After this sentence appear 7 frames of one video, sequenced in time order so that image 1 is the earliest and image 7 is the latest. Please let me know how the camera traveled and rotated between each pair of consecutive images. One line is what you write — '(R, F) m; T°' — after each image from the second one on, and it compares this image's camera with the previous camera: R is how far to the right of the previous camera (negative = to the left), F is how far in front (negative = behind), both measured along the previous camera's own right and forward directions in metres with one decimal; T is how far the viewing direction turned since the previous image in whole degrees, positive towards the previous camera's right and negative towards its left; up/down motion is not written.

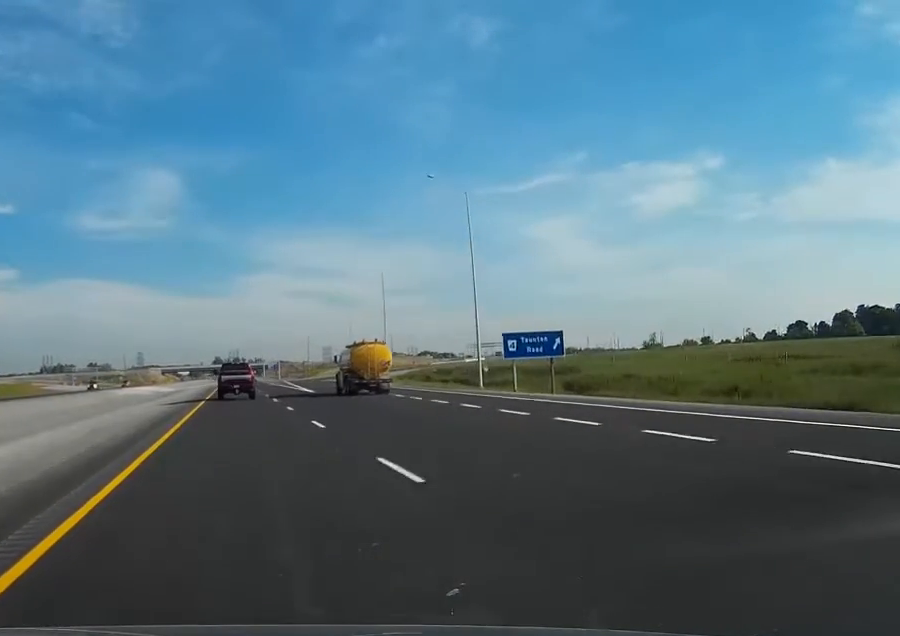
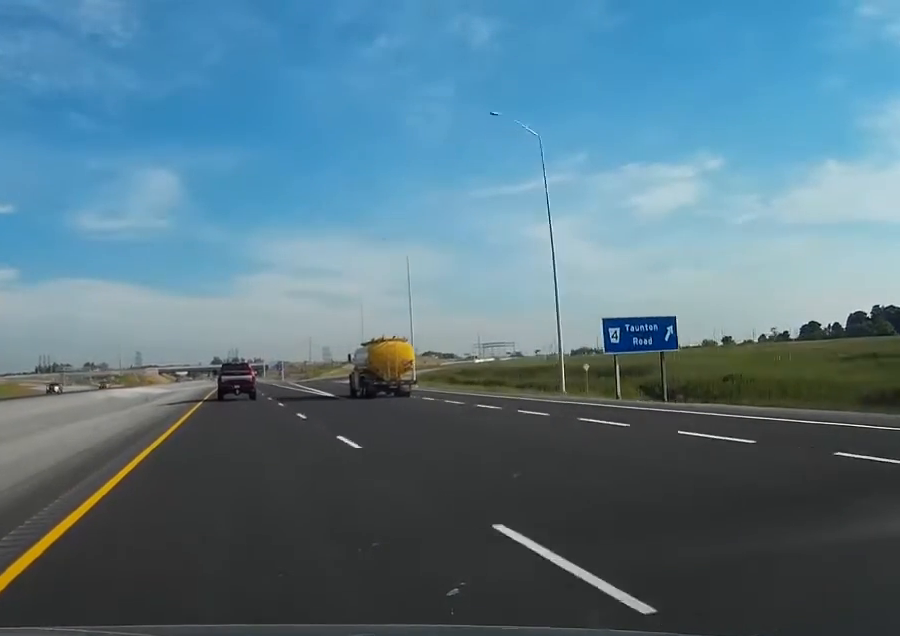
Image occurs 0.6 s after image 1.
(0.0, +18.4) m; 0°
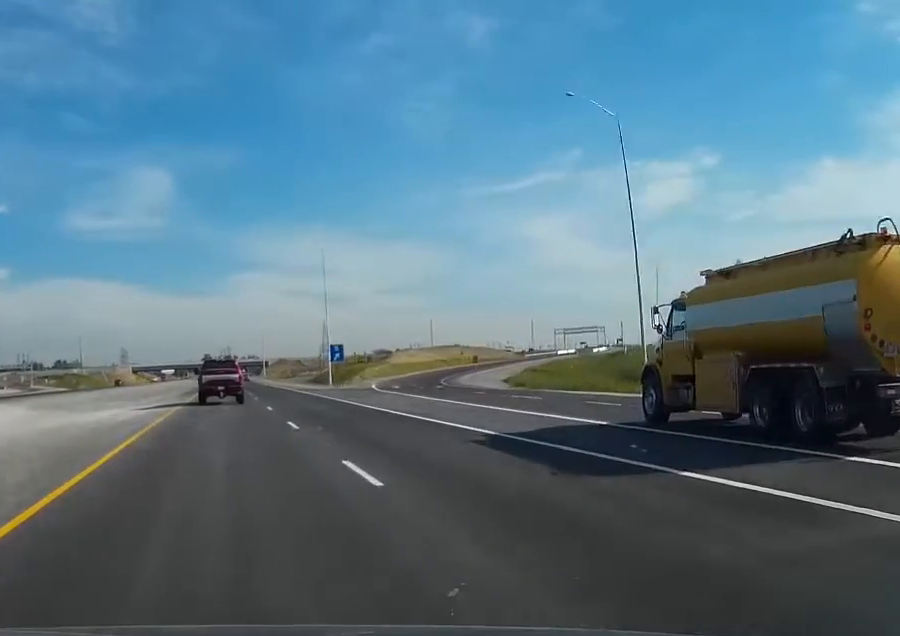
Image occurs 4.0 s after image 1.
(+0.6, +112.3) m; +1°
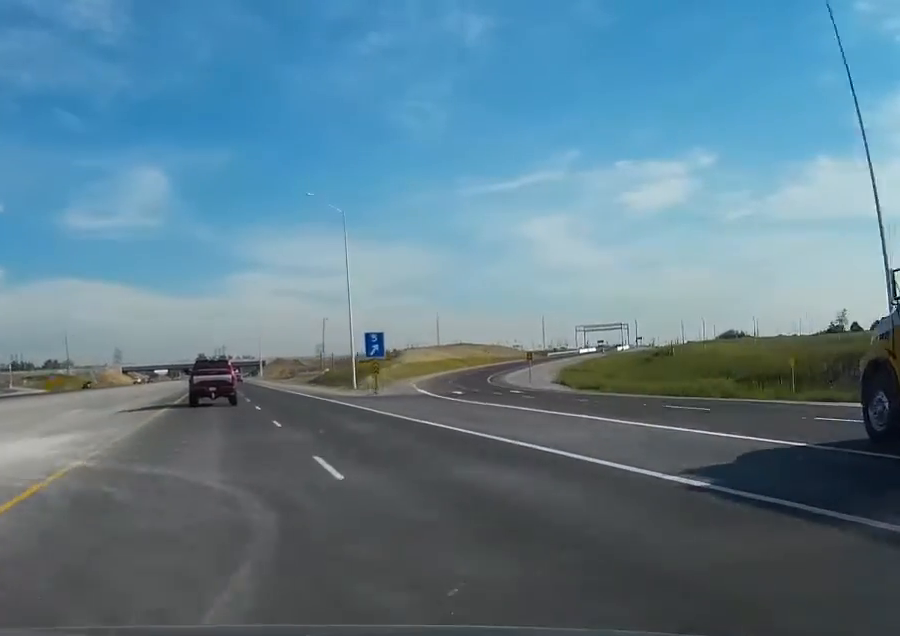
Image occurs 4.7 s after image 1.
(0.0, +22.9) m; 0°
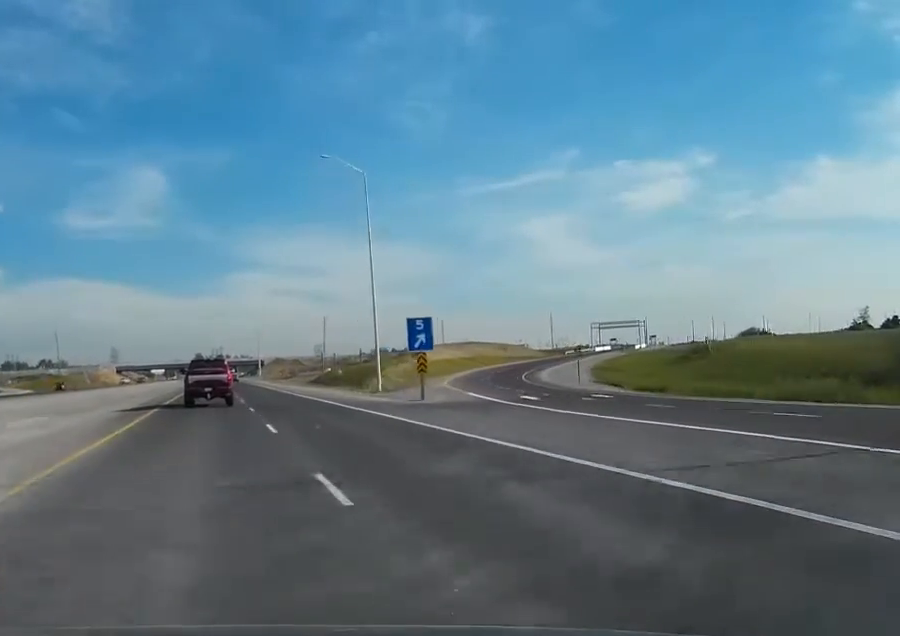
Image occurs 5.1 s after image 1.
(0.0, +14.2) m; 0°
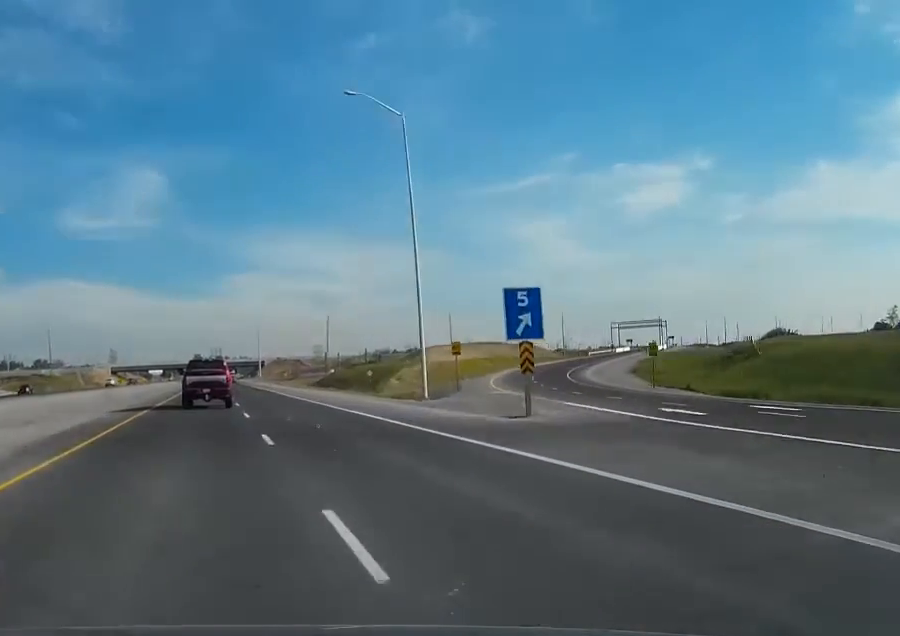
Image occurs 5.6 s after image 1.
(0.0, +15.2) m; 0°
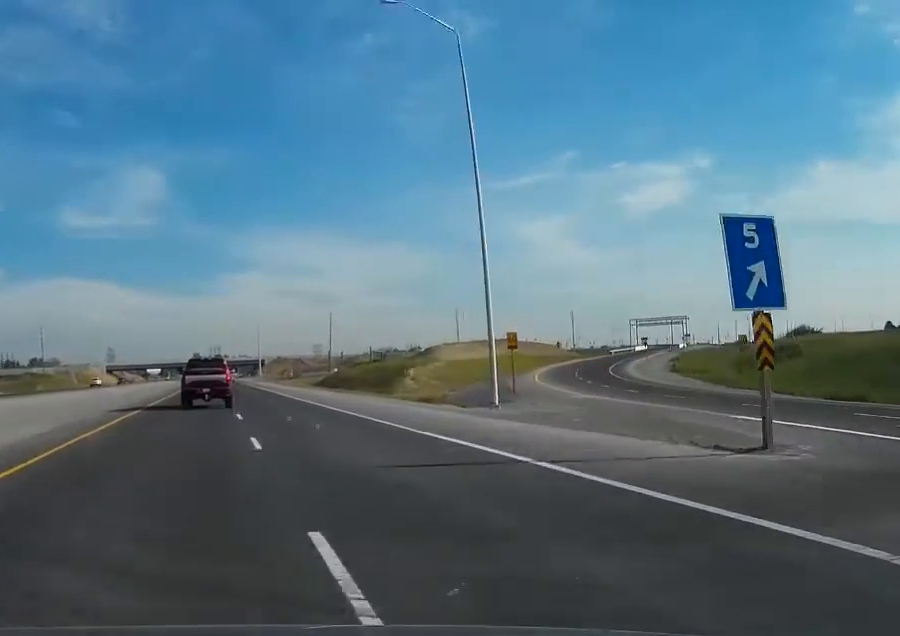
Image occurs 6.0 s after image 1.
(+0.1, +13.0) m; 0°
